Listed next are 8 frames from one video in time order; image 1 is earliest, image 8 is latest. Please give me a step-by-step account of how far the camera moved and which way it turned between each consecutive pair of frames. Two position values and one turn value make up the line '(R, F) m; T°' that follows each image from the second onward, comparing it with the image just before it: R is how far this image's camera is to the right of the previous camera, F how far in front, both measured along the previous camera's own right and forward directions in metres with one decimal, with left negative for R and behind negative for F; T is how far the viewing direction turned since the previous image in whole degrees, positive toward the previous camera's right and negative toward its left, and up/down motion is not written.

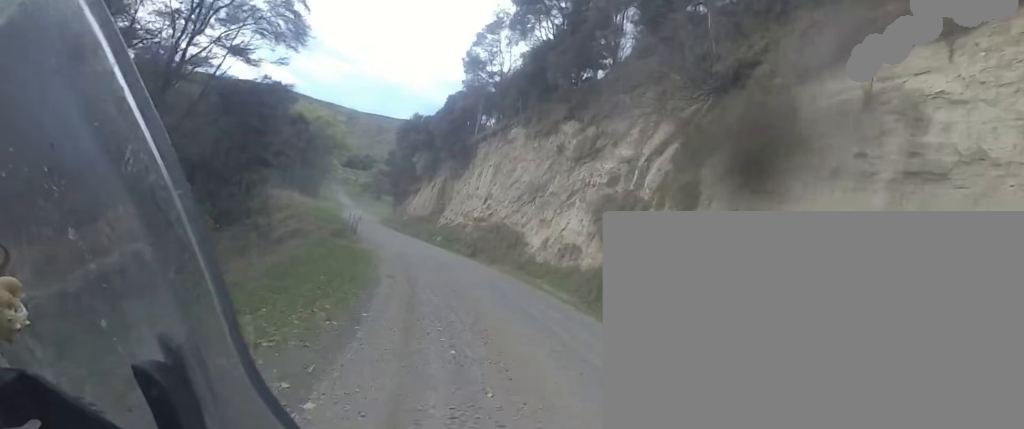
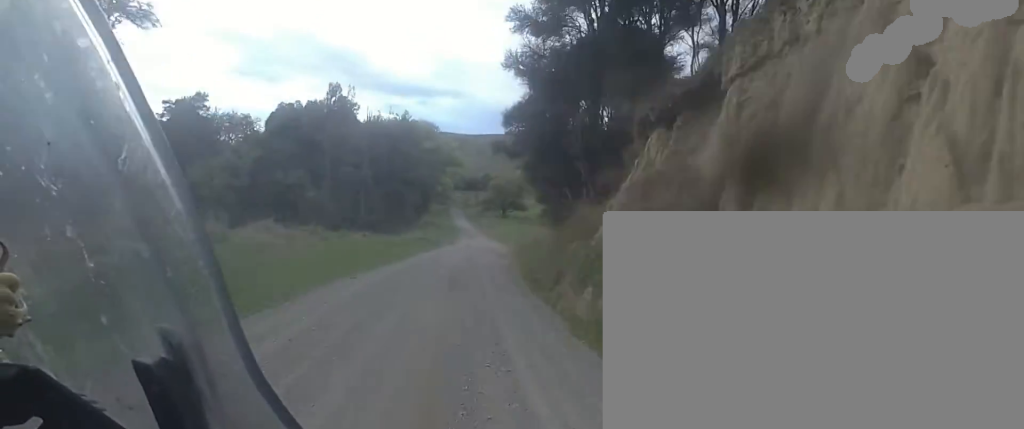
(-5.8, +44.7) m; -7°
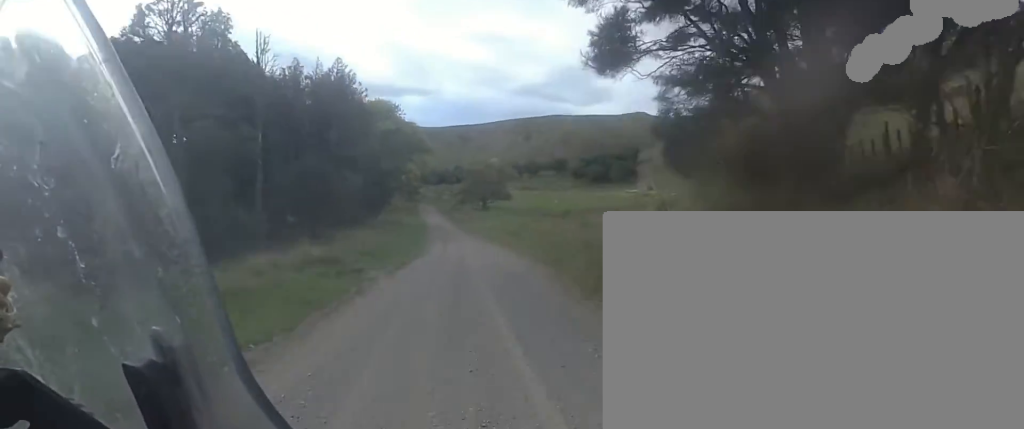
(+2.2, +26.0) m; +4°
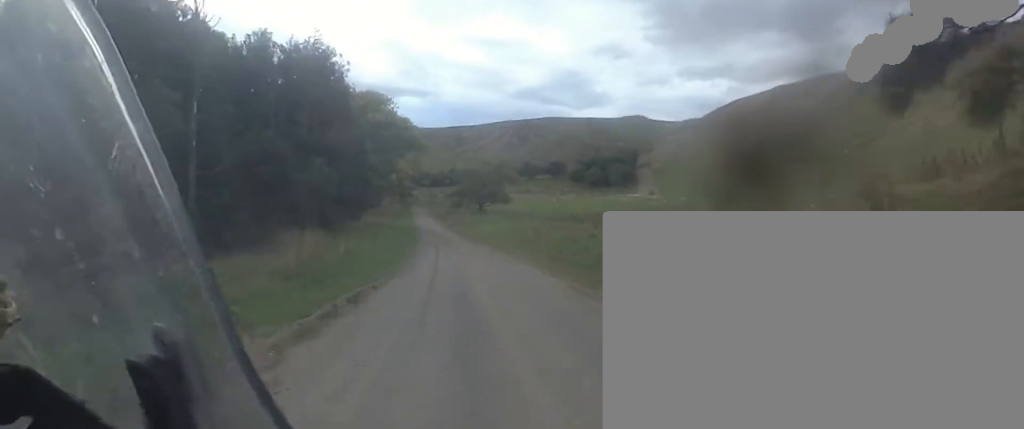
(0.0, +9.0) m; -2°
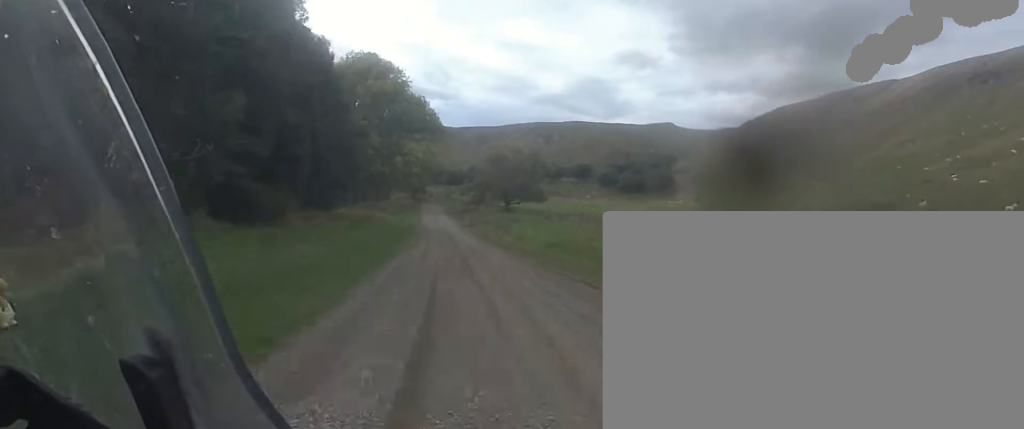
(-1.5, +23.5) m; -4°
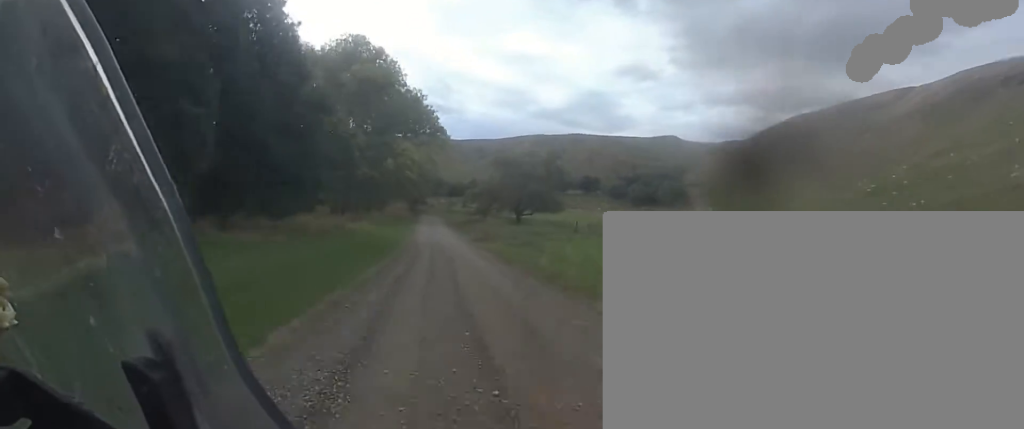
(-0.3, +12.2) m; 0°
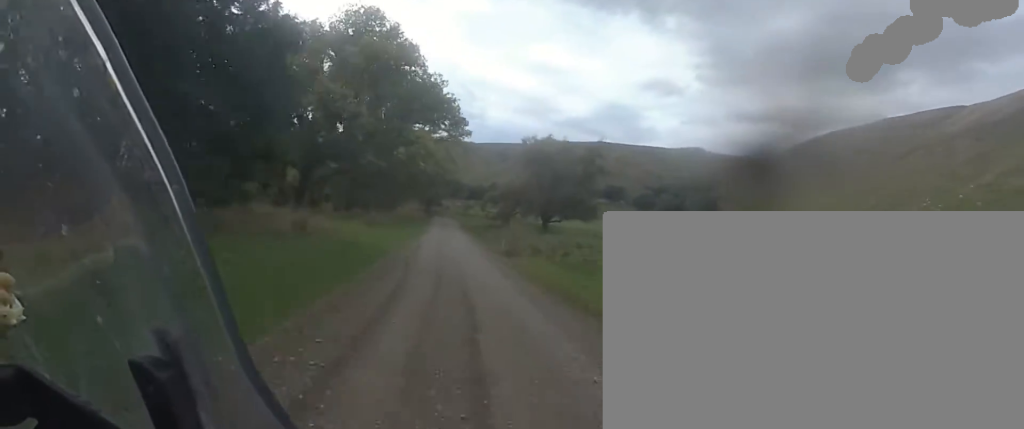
(+0.3, +10.6) m; 0°
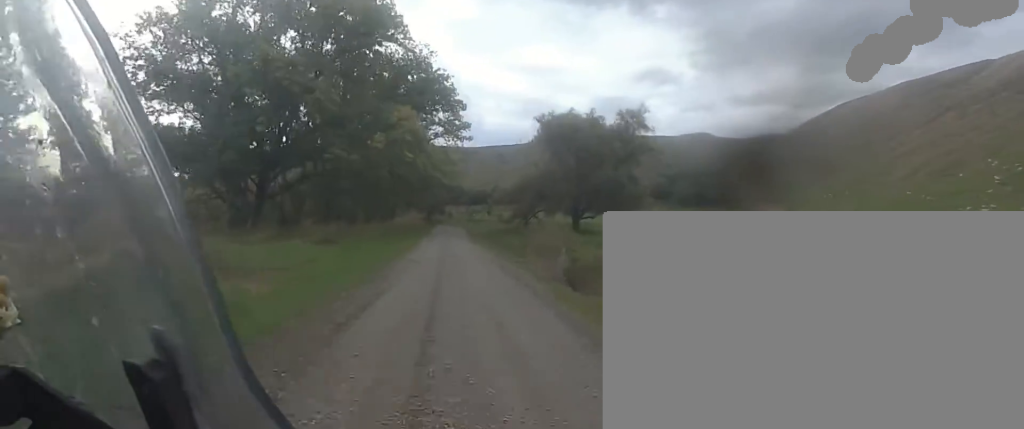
(+0.1, +14.6) m; -1°
